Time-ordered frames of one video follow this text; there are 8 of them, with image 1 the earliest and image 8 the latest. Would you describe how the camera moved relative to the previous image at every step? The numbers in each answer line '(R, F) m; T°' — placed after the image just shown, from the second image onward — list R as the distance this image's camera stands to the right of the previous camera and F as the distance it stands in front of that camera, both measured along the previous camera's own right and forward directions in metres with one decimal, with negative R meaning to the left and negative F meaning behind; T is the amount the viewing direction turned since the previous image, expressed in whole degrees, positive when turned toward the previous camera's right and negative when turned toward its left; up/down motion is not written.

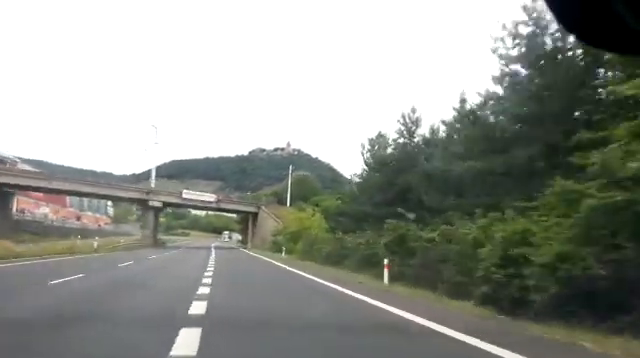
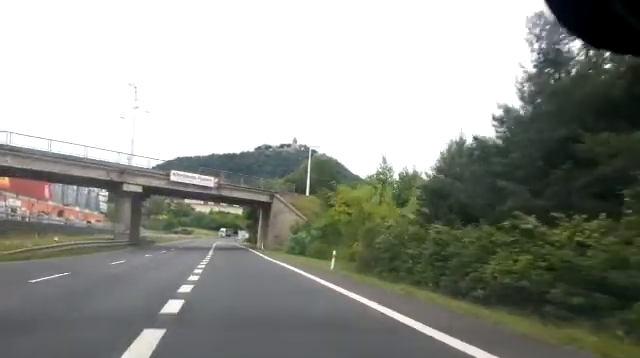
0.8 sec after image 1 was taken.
(-0.2, +18.4) m; -1°
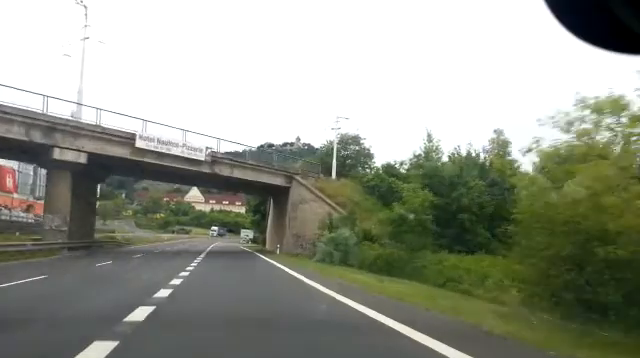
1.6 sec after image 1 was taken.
(-0.1, +18.8) m; 0°
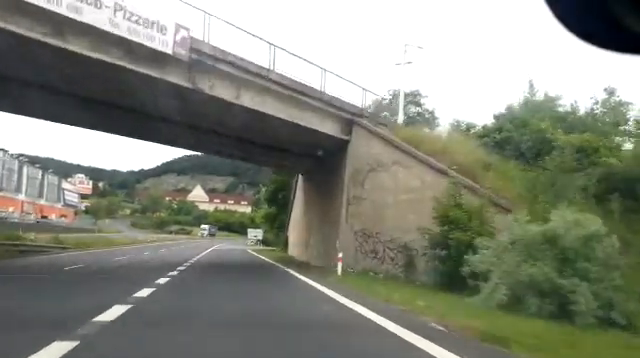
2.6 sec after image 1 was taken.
(0.0, +21.9) m; 0°
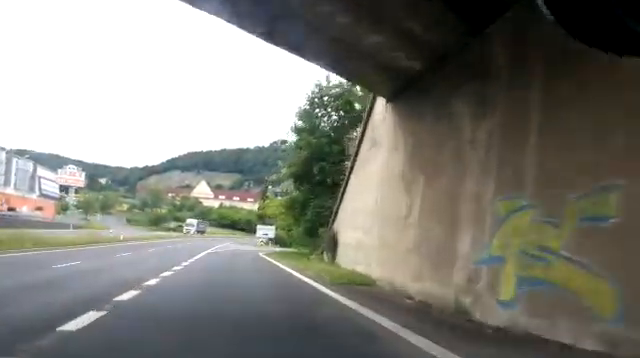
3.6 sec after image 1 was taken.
(0.0, +20.1) m; 0°
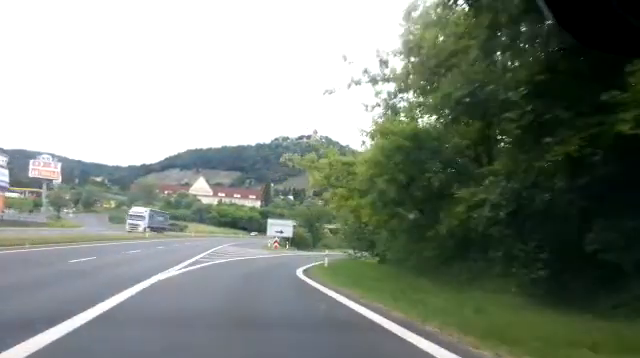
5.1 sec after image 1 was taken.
(-0.1, +27.1) m; 0°
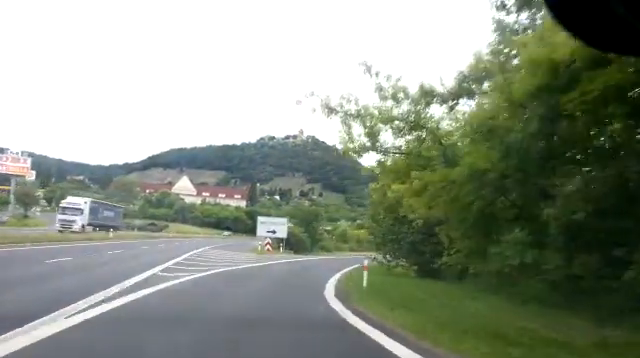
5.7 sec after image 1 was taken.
(0.0, +9.8) m; 0°
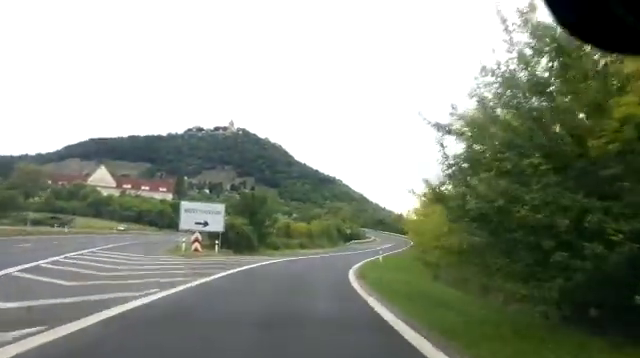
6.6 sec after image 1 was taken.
(0.0, +14.4) m; +3°
